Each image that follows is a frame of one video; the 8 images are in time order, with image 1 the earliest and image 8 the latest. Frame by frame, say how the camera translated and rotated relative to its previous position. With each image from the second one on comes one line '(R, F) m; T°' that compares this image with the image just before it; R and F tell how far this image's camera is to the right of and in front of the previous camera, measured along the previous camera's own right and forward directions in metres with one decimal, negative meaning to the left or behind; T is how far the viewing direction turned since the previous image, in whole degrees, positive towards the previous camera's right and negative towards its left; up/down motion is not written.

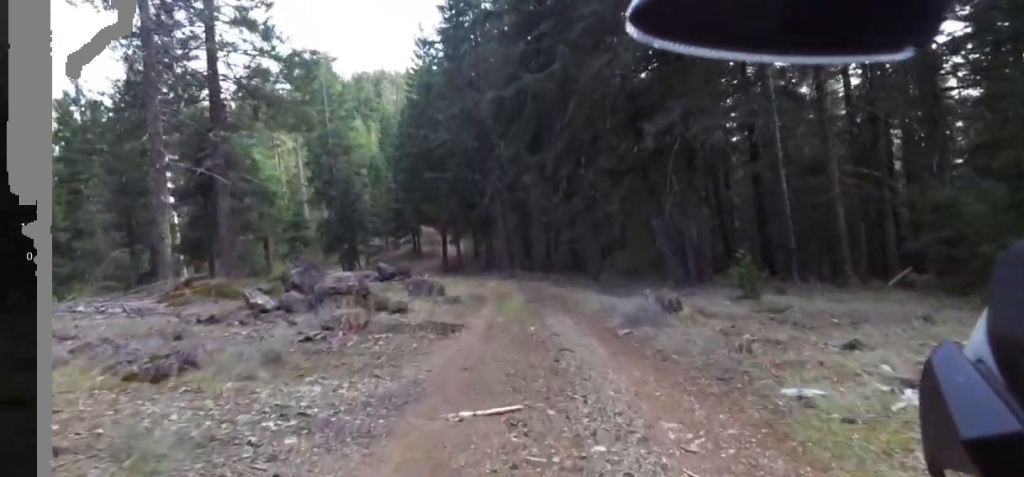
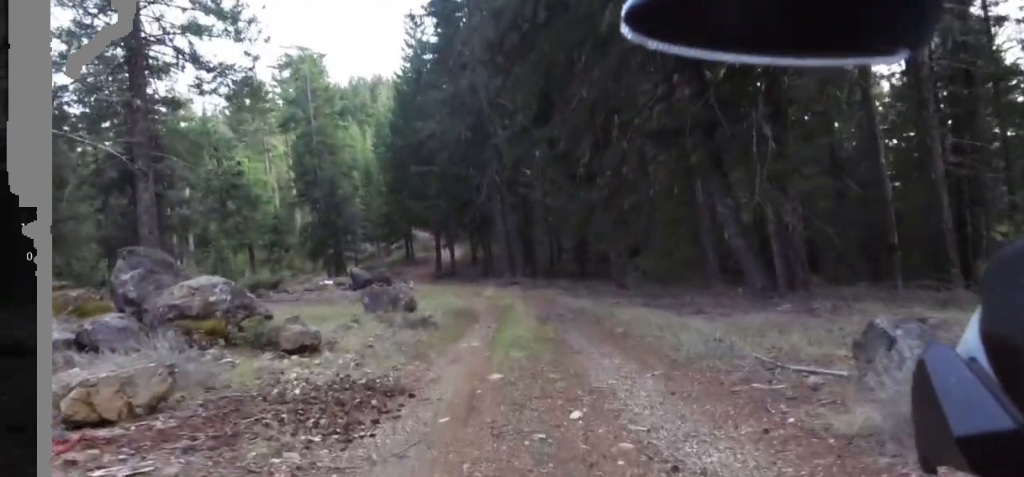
(-0.9, +7.7) m; -9°
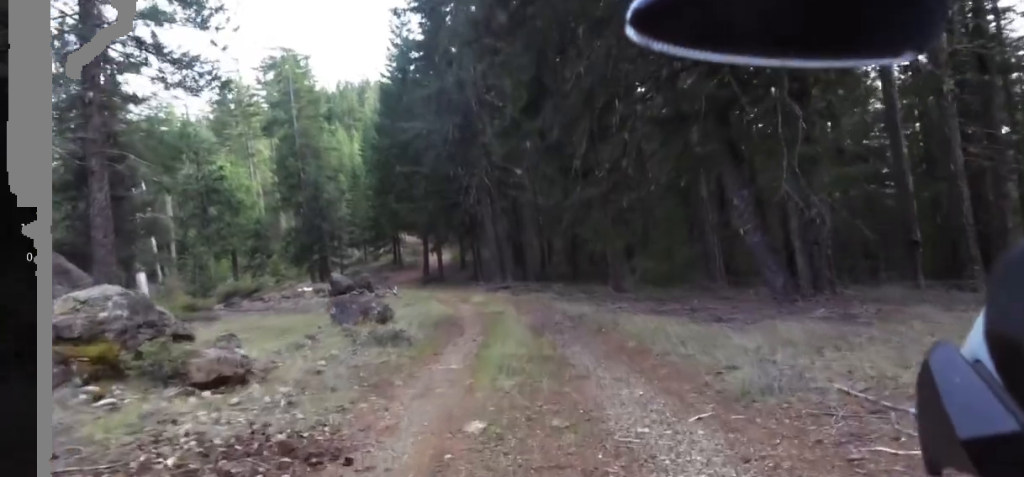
(+0.2, +2.1) m; -1°
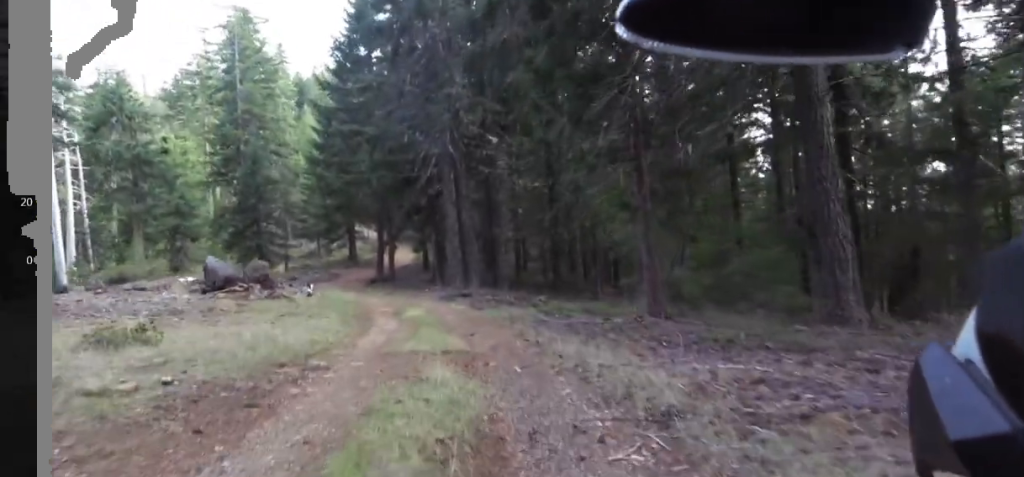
(-1.8, +11.1) m; -13°
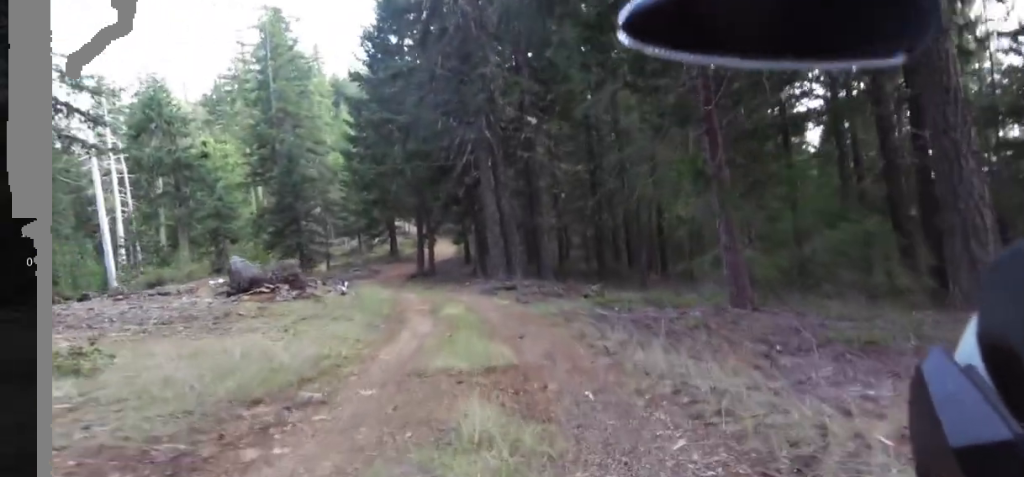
(0.0, +2.6) m; 0°
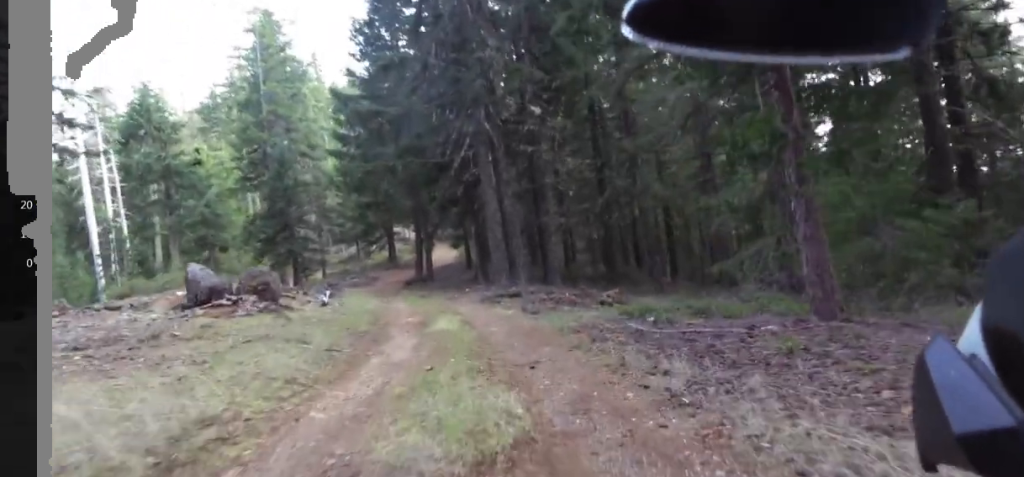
(0.0, +3.4) m; 0°
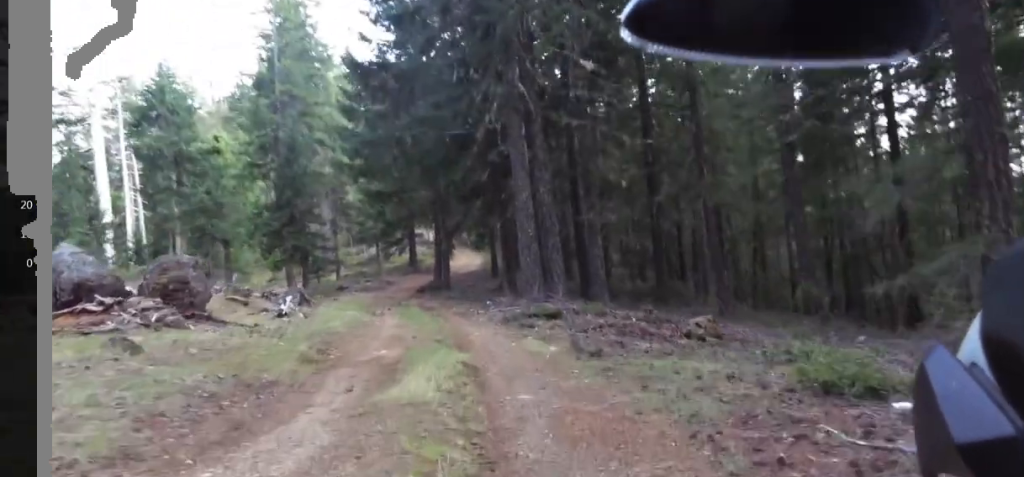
(0.0, +6.9) m; 0°
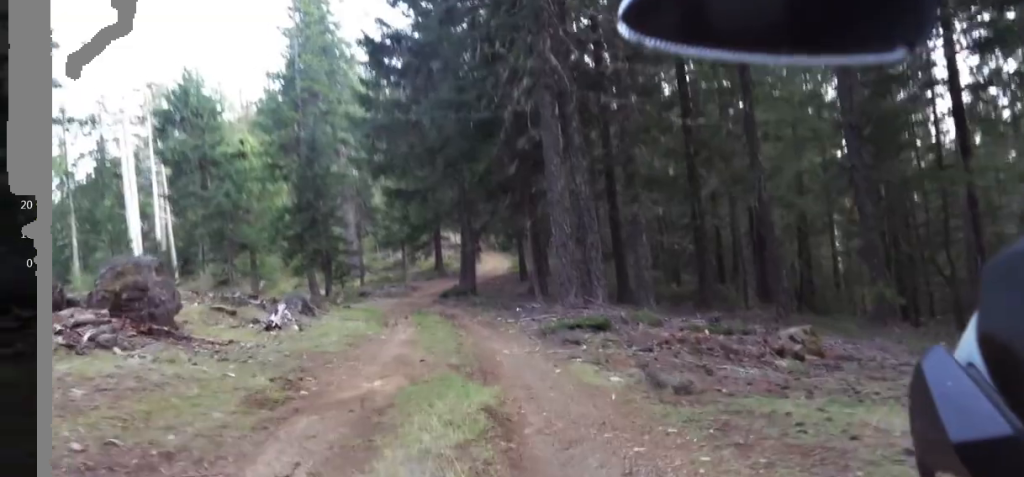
(0.0, +2.5) m; 0°
